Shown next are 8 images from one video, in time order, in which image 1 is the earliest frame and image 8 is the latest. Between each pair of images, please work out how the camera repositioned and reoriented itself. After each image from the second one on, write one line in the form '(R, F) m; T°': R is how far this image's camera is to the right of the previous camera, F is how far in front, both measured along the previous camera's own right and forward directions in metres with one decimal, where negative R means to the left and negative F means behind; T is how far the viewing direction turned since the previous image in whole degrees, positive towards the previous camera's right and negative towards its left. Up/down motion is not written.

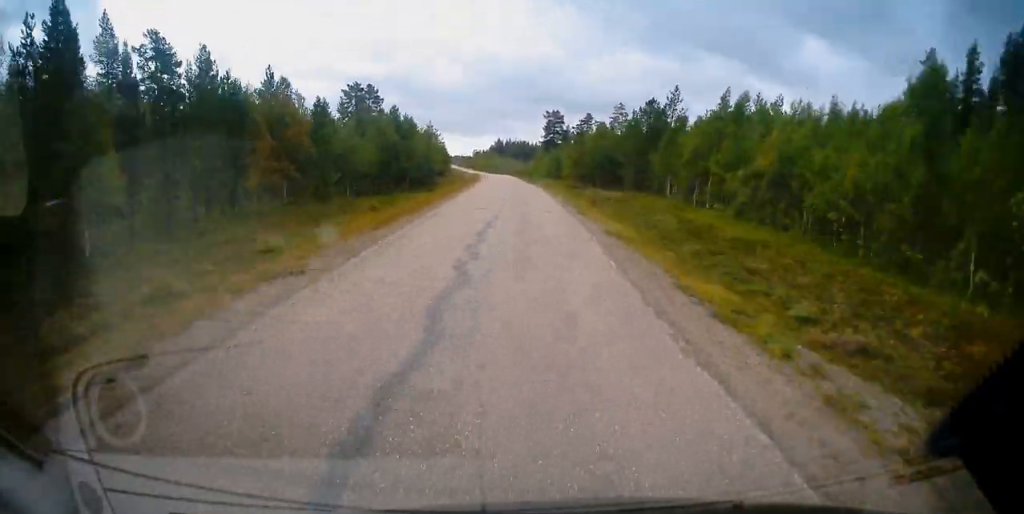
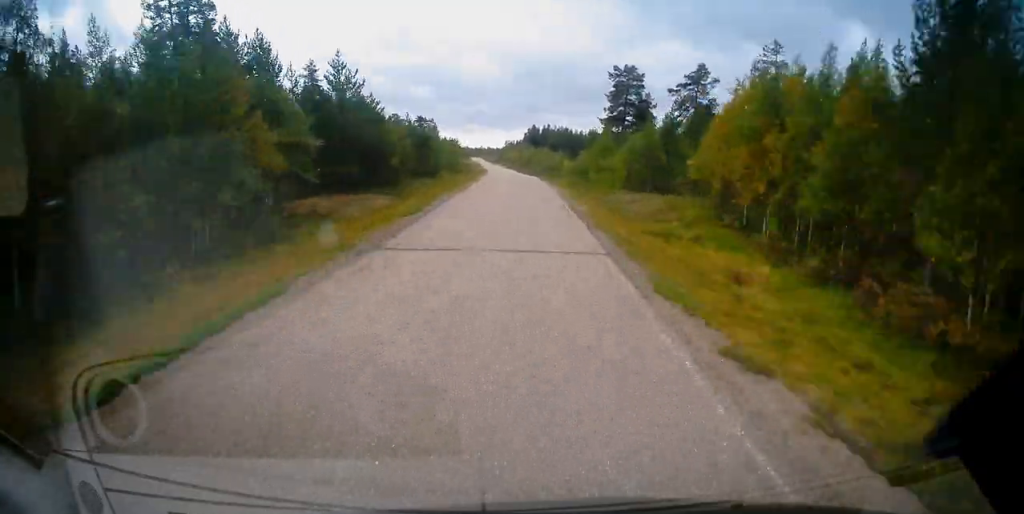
(-1.6, +63.9) m; -3°
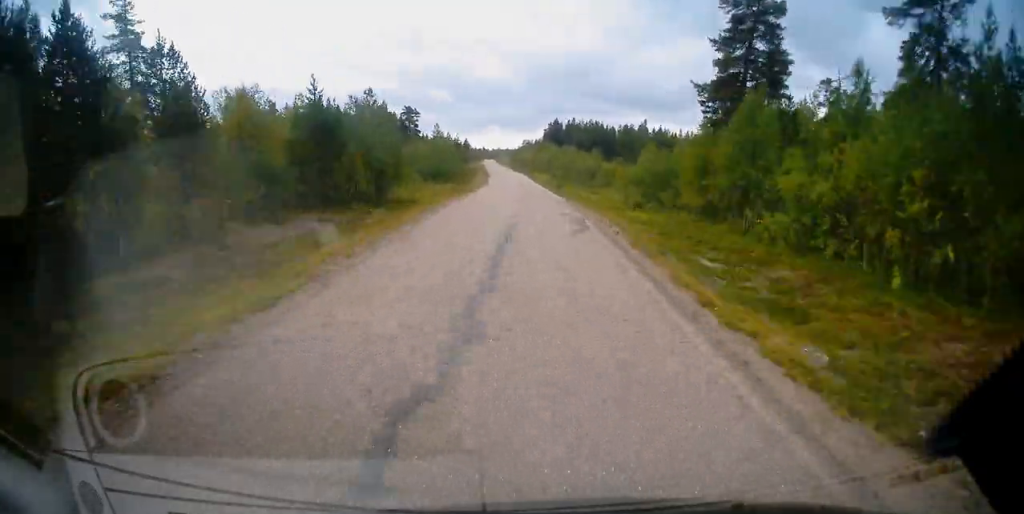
(-0.3, +42.6) m; -2°
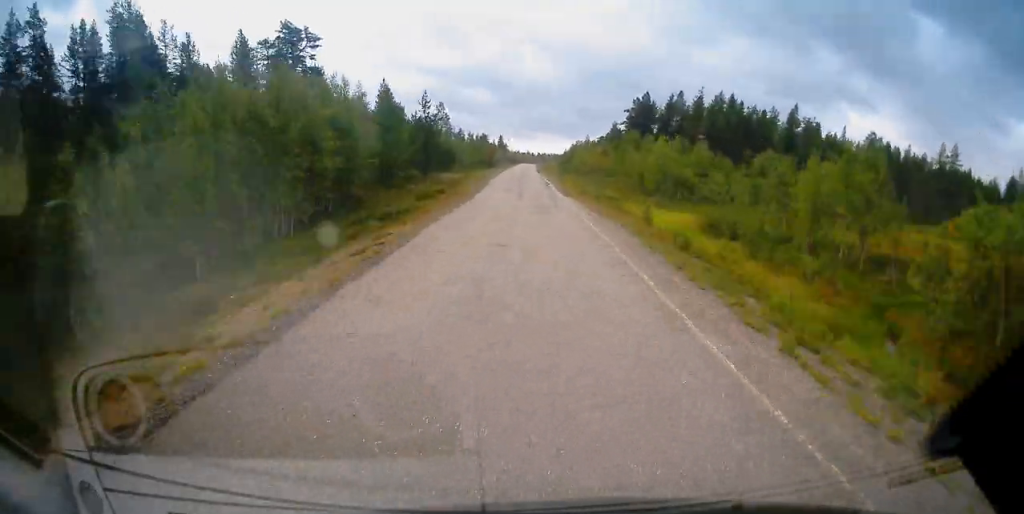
(-3.1, +89.8) m; -3°
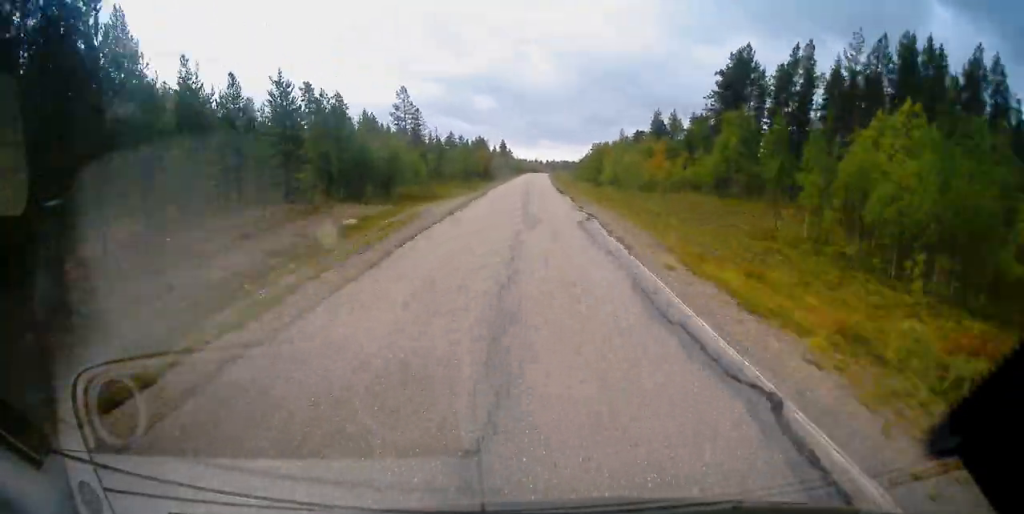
(-0.5, +49.0) m; -1°
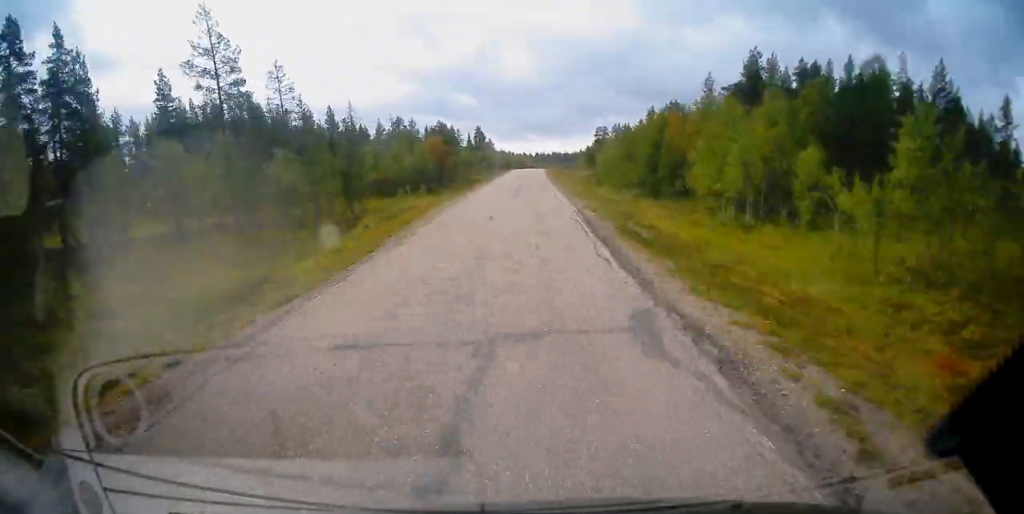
(0.0, +58.4) m; 0°
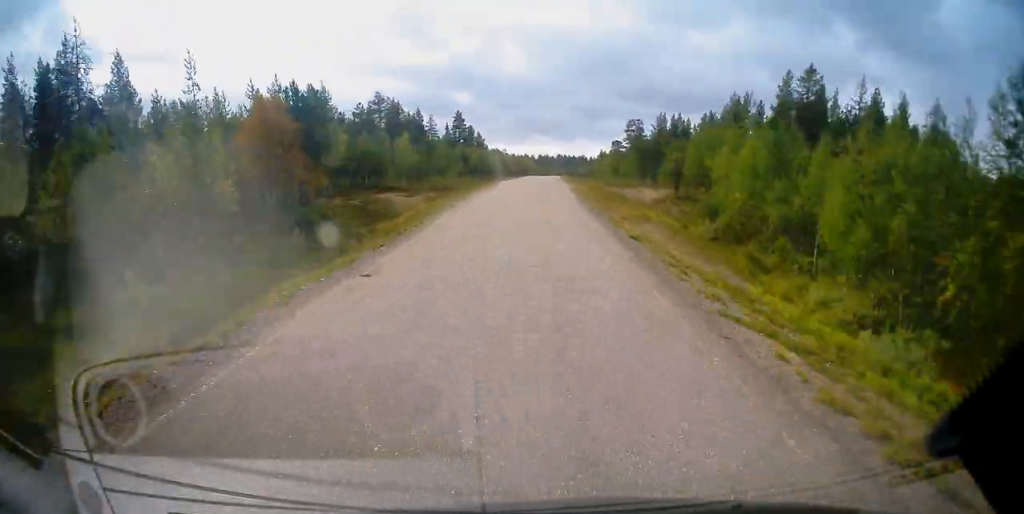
(+0.4, +55.8) m; +2°
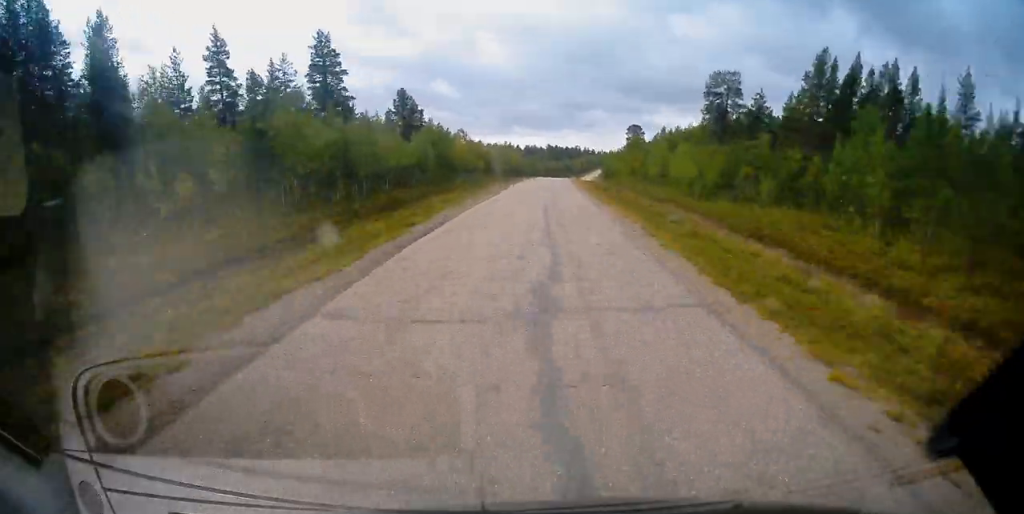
(+2.0, +73.0) m; +1°
